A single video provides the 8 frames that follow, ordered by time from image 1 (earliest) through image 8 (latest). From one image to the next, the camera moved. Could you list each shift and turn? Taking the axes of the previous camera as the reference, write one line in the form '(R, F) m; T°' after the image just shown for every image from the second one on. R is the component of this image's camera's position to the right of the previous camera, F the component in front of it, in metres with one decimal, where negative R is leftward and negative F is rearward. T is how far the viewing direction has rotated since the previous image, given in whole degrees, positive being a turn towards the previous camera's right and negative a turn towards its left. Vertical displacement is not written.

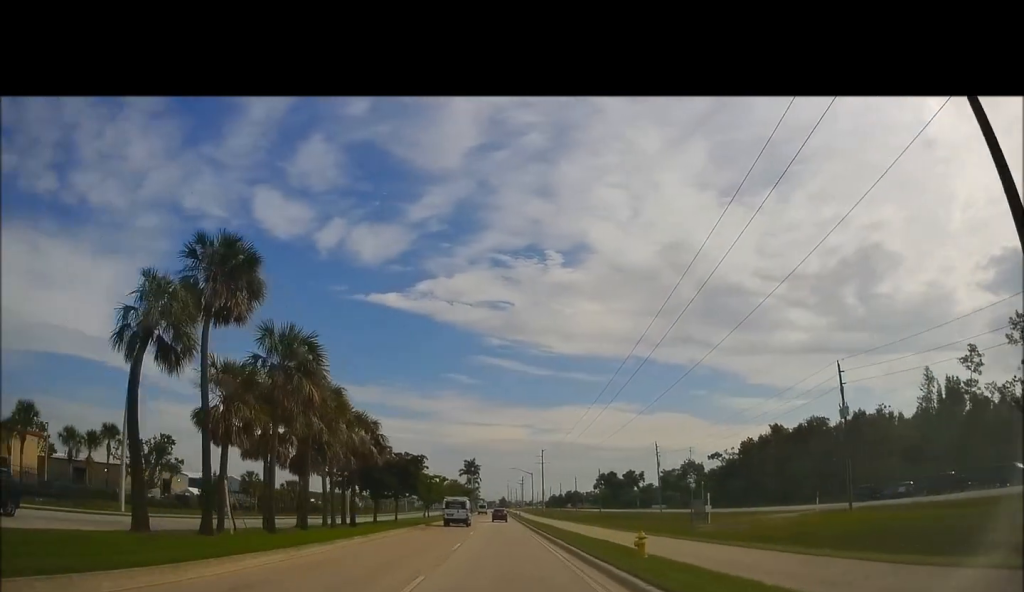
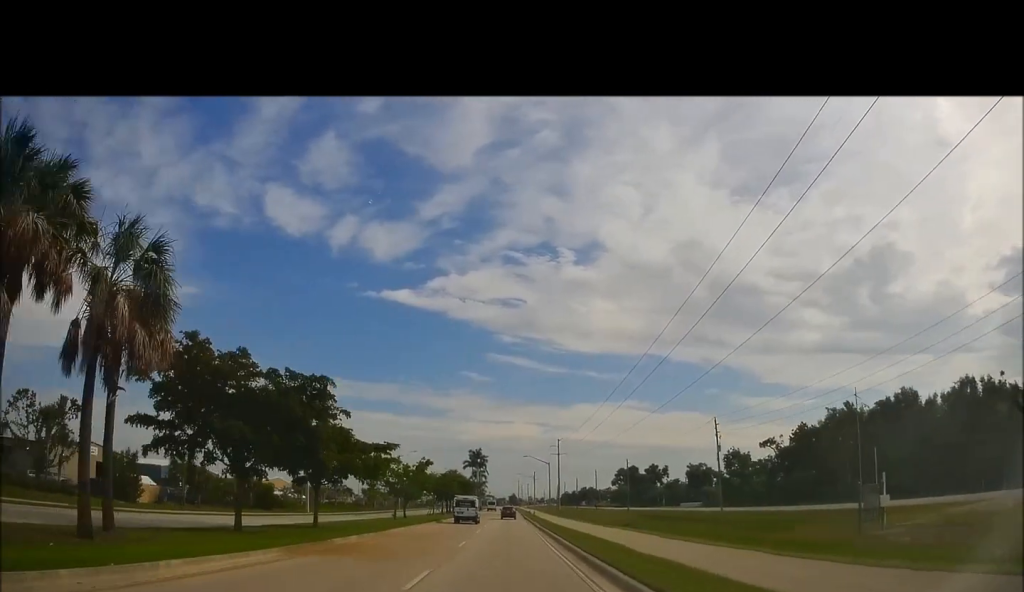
(-0.1, +23.6) m; -2°
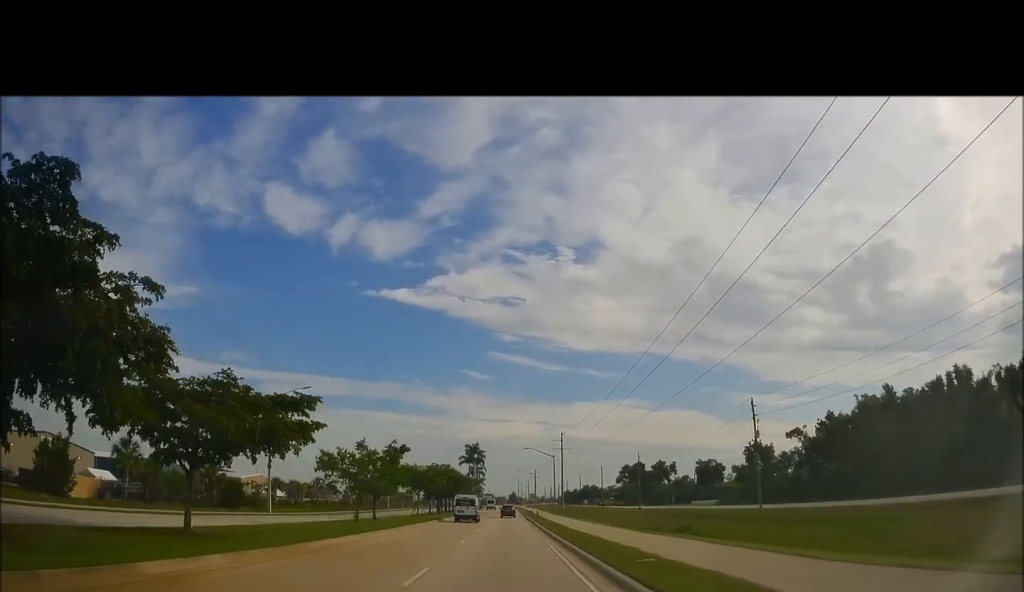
(-0.2, +11.8) m; -2°
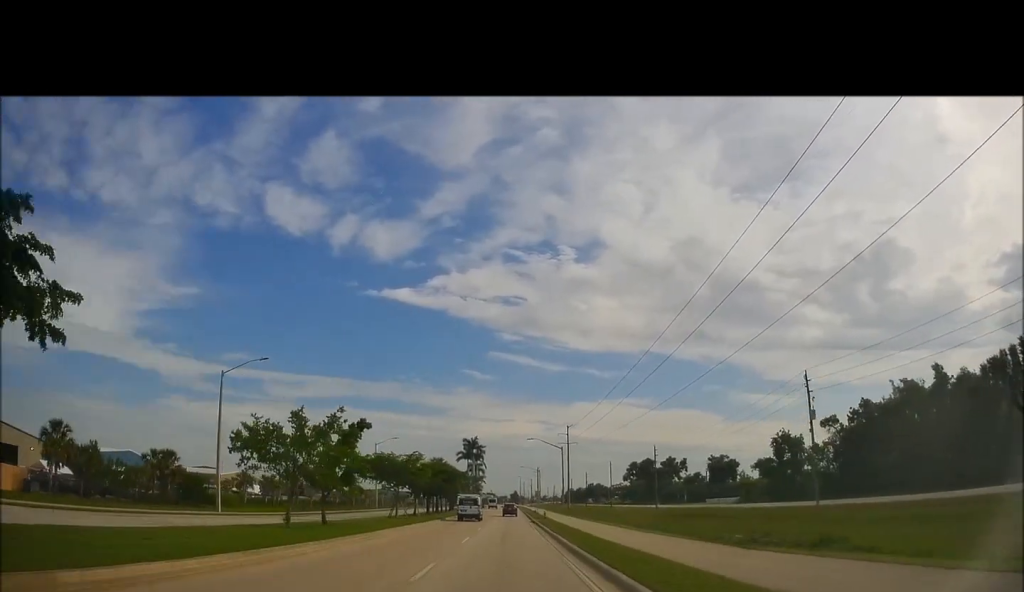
(-0.1, +11.9) m; -1°
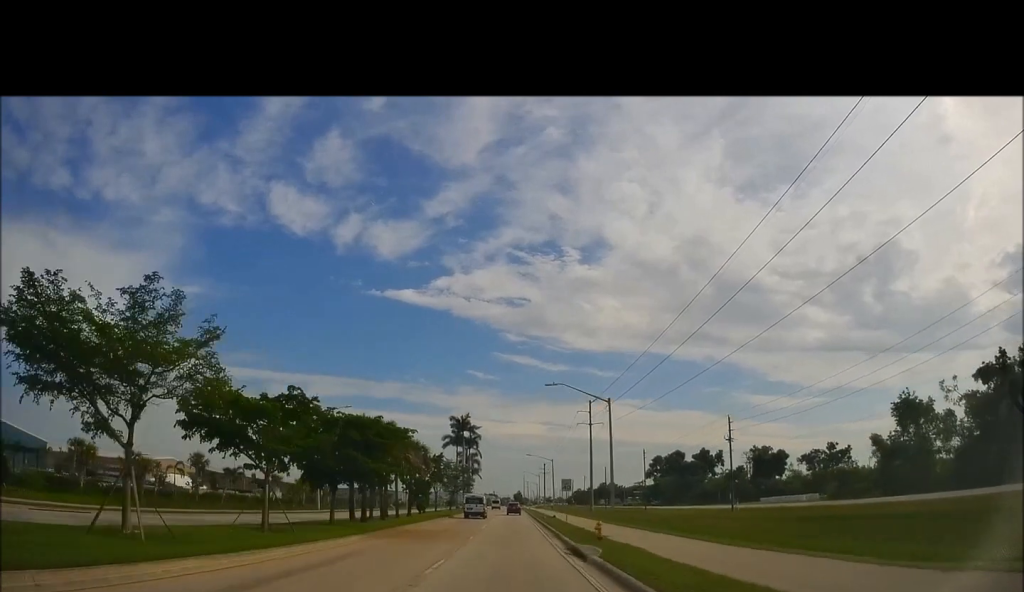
(+0.1, +35.7) m; +1°
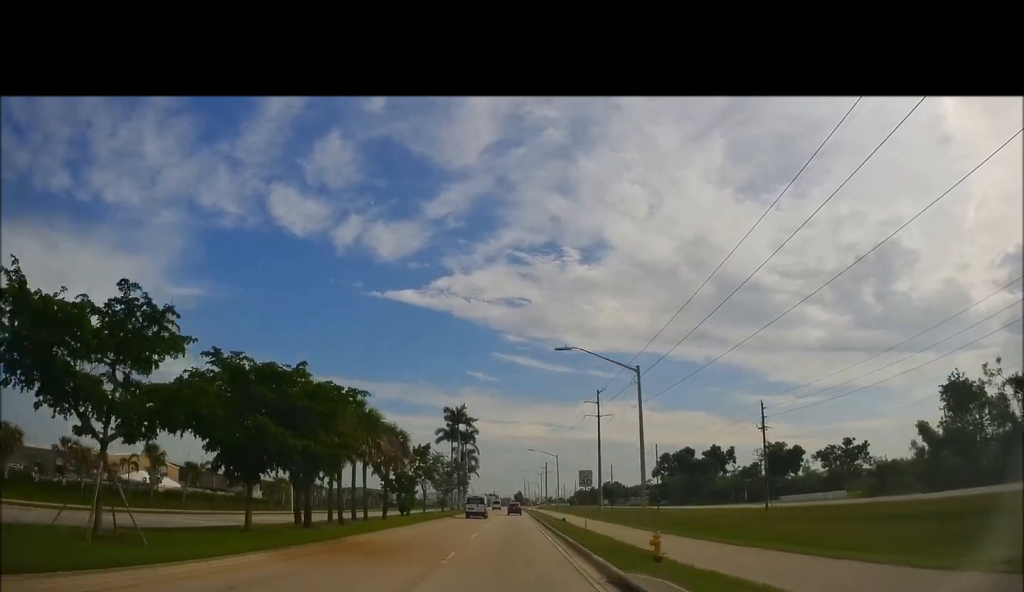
(0.0, +9.8) m; 0°
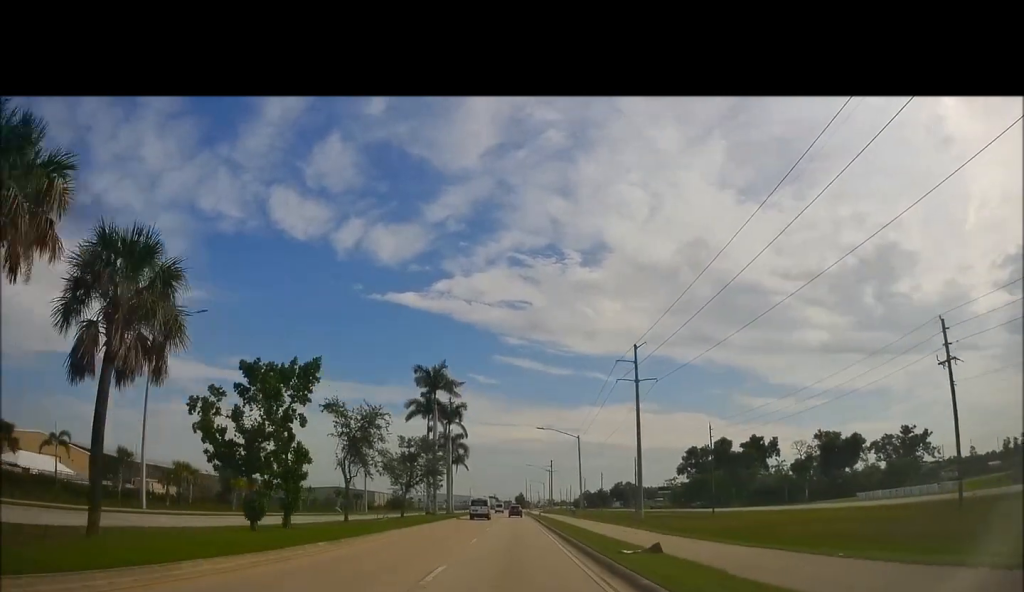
(0.0, +29.2) m; -1°
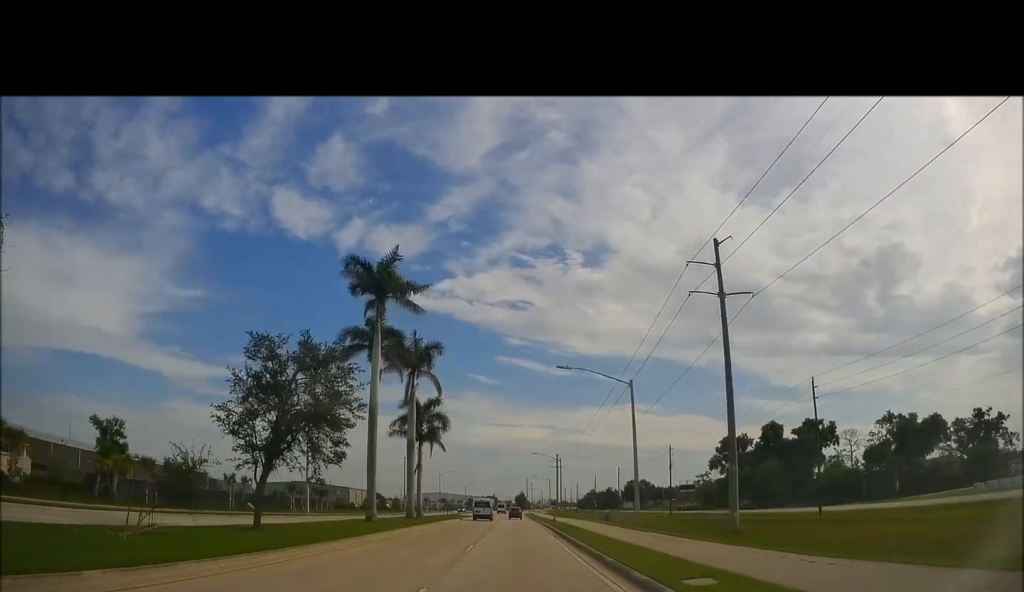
(-0.6, +28.4) m; -1°
